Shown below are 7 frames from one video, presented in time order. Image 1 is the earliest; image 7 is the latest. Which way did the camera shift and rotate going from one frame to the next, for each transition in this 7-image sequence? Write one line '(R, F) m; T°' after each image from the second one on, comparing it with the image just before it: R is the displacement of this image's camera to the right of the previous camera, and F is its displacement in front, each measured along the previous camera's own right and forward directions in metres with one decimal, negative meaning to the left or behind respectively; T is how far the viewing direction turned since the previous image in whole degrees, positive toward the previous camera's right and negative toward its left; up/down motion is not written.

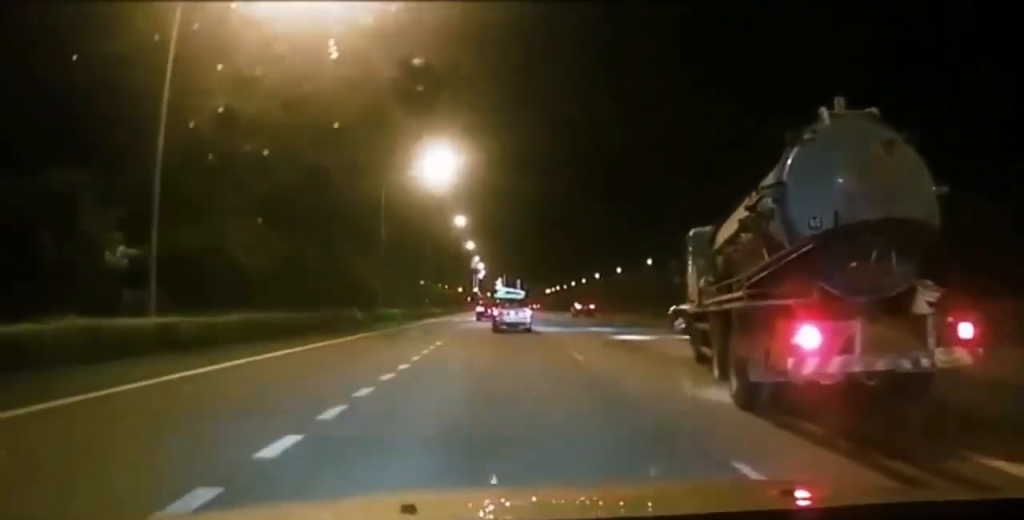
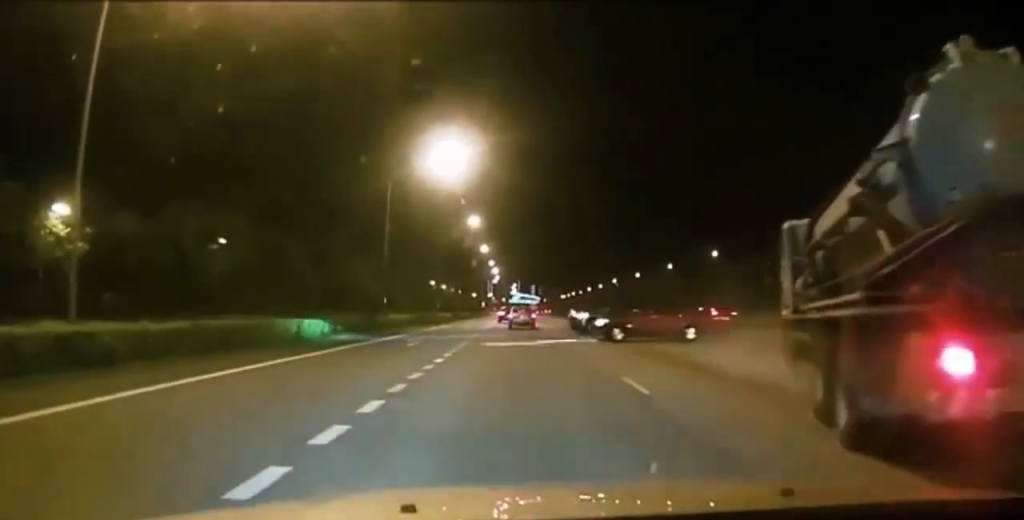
(0.0, +9.6) m; +2°
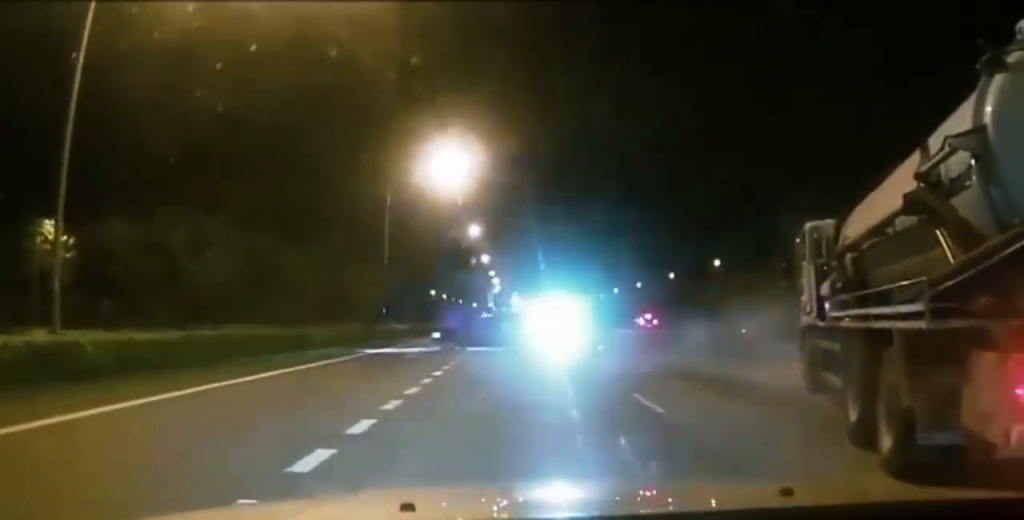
(+0.1, +3.6) m; +1°
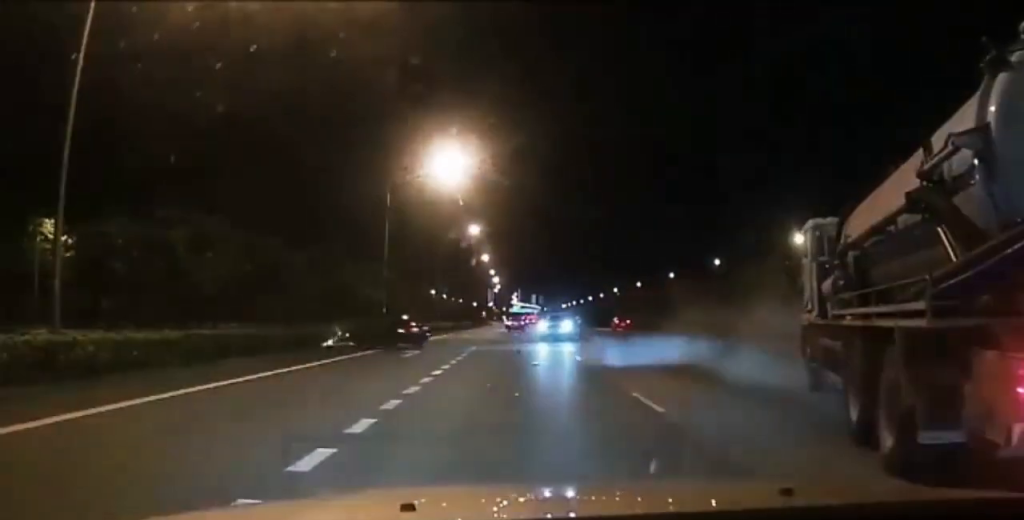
(0.0, +1.2) m; 0°
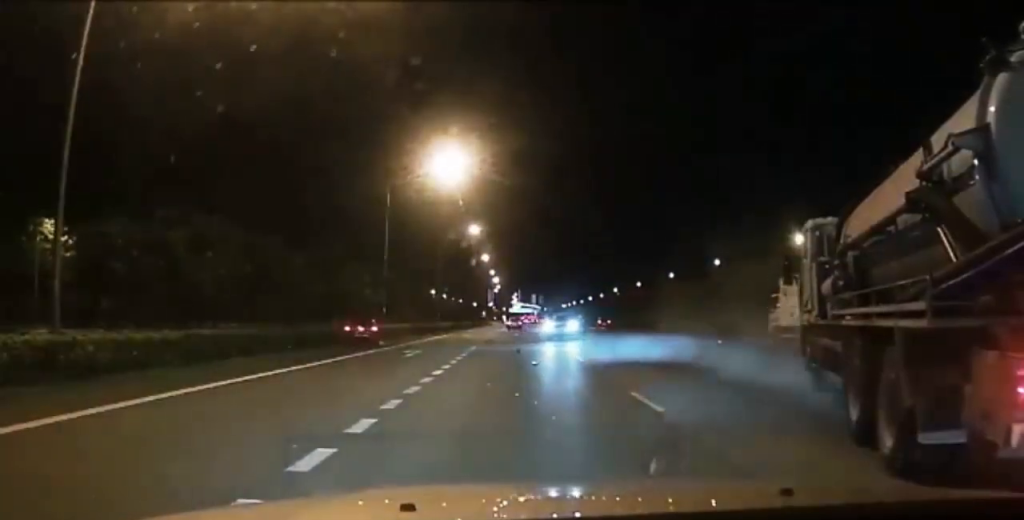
(0.0, +1.0) m; 0°
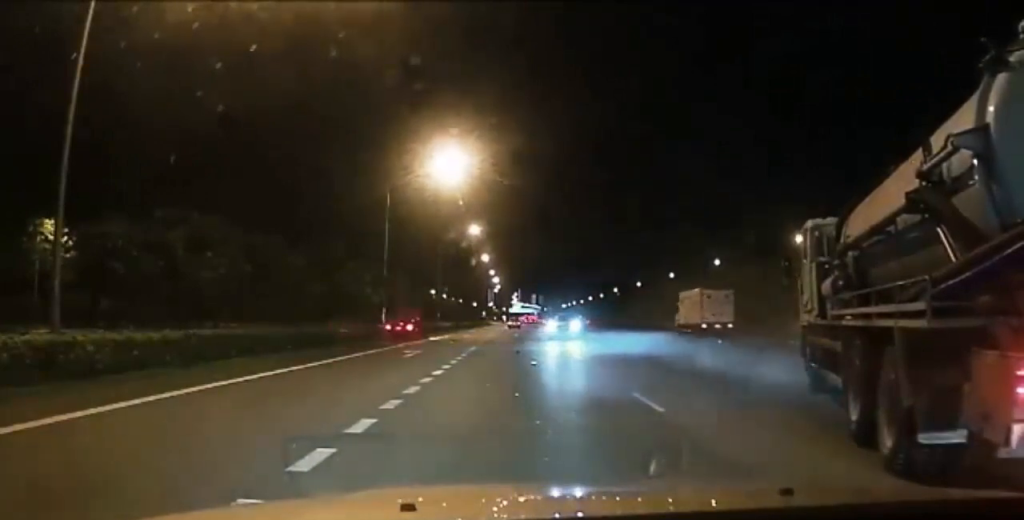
(0.0, +1.3) m; 0°
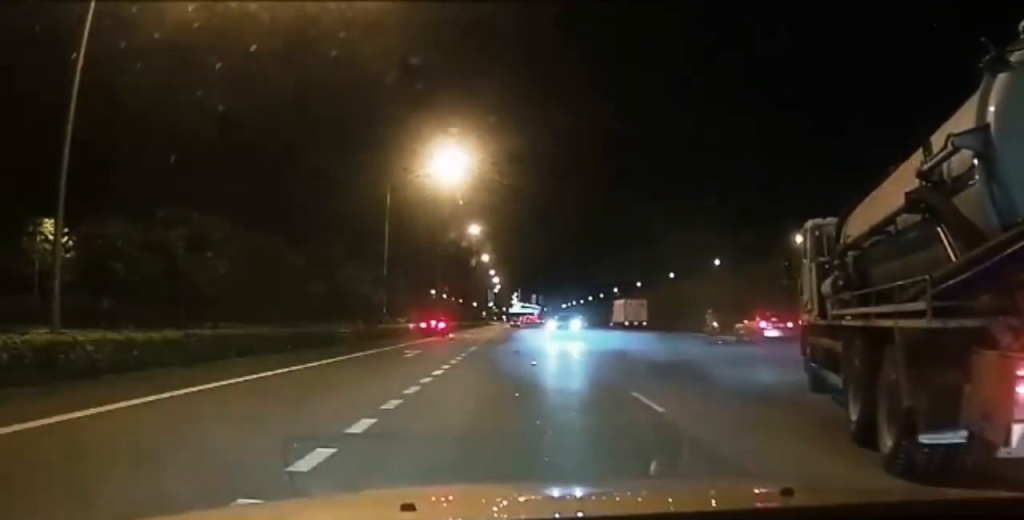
(0.0, +0.9) m; 0°
